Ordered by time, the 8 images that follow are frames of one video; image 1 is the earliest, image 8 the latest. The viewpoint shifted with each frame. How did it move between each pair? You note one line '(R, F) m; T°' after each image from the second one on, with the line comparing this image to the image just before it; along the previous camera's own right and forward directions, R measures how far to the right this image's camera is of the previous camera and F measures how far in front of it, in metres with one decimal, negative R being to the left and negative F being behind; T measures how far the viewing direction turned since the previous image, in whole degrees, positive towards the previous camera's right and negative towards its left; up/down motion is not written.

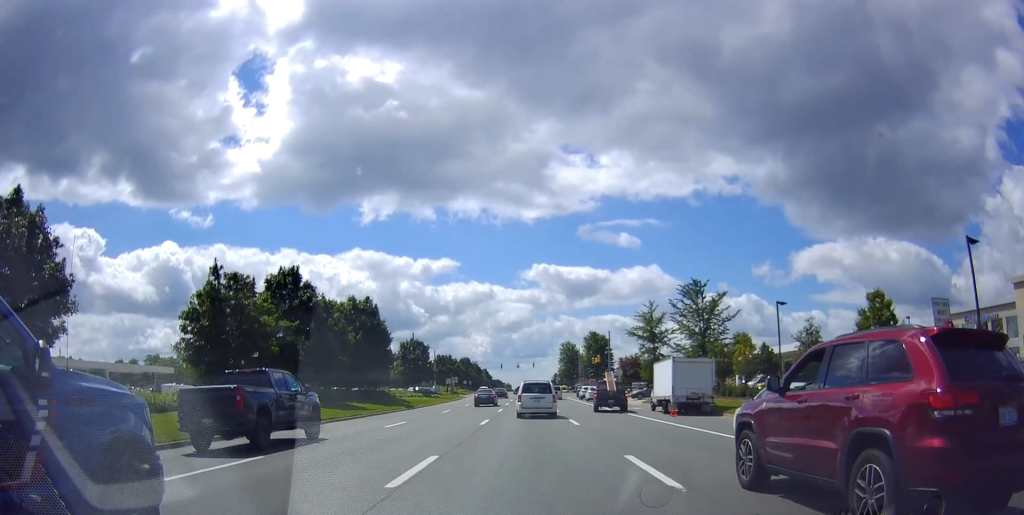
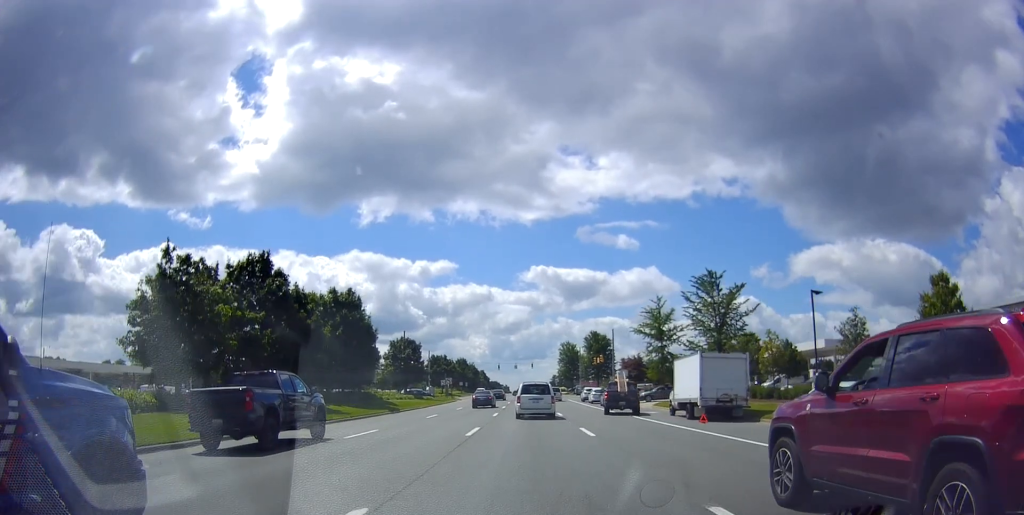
(0.0, +3.1) m; 0°
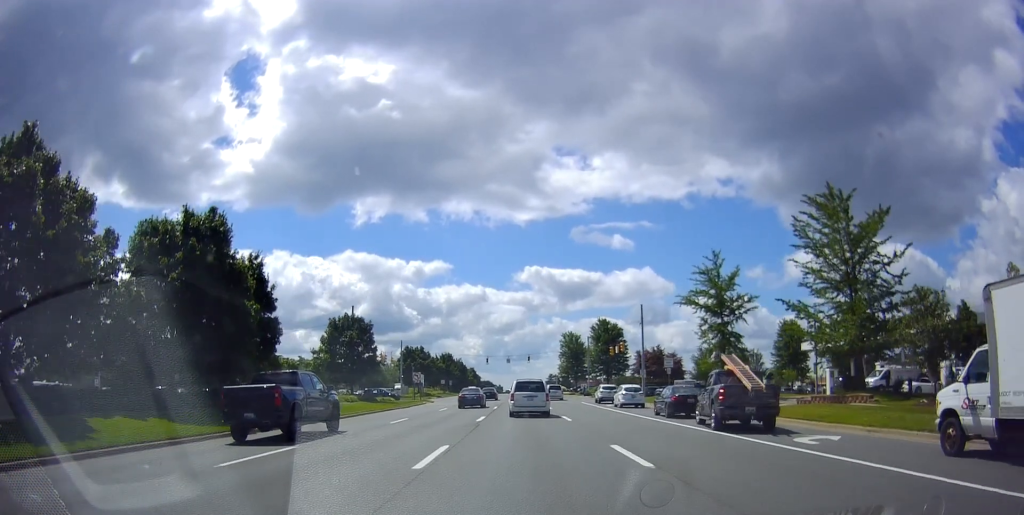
(-0.2, +16.4) m; -5°
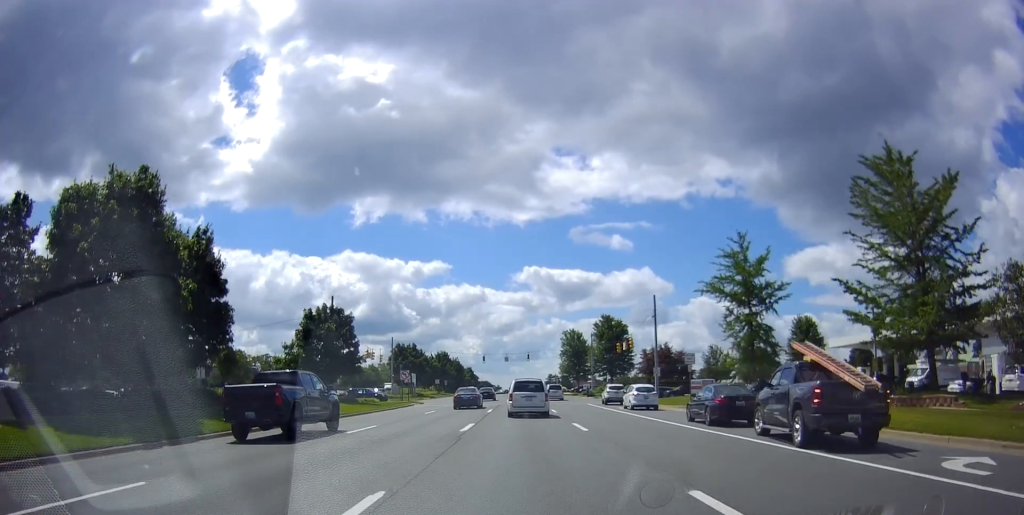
(-0.3, +5.2) m; 0°
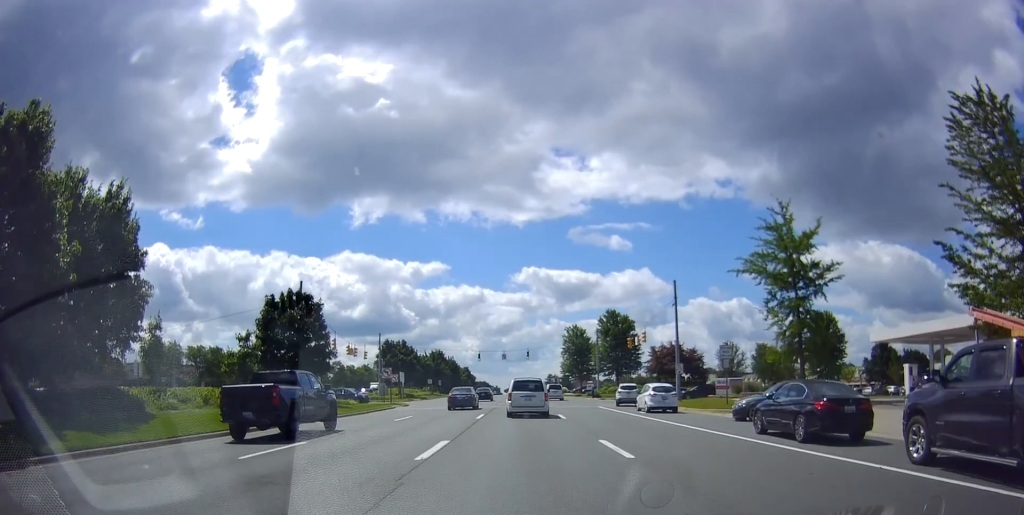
(-0.1, +6.5) m; +1°
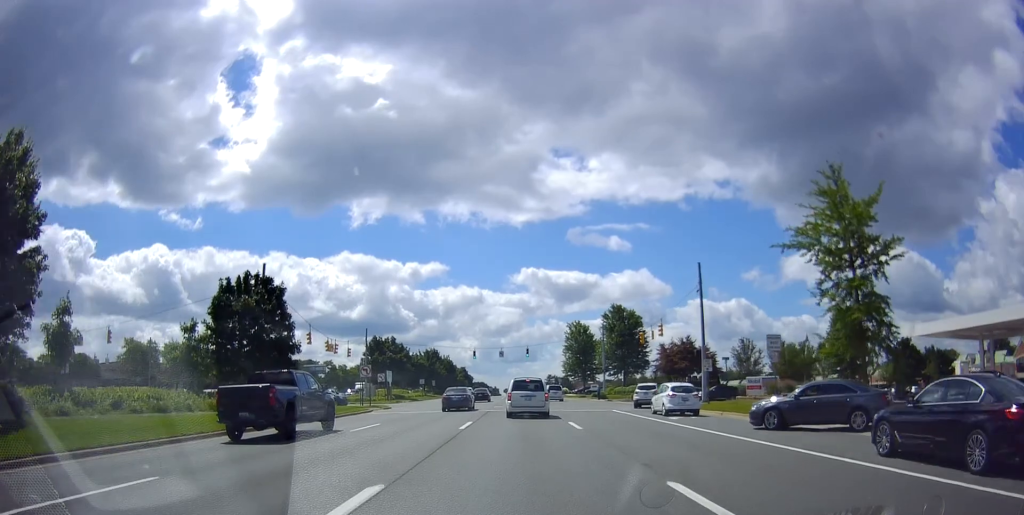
(+0.3, +6.2) m; +2°
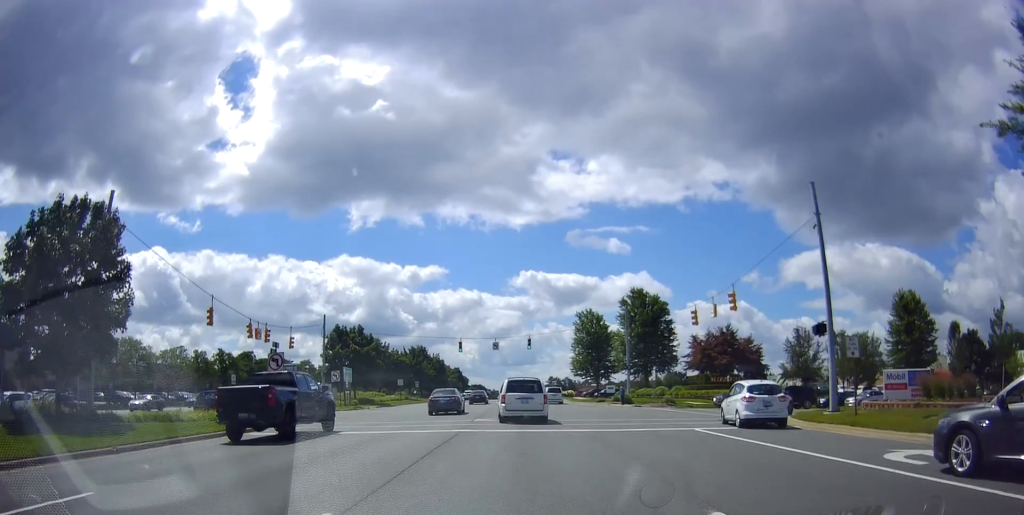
(+0.3, +16.3) m; +1°
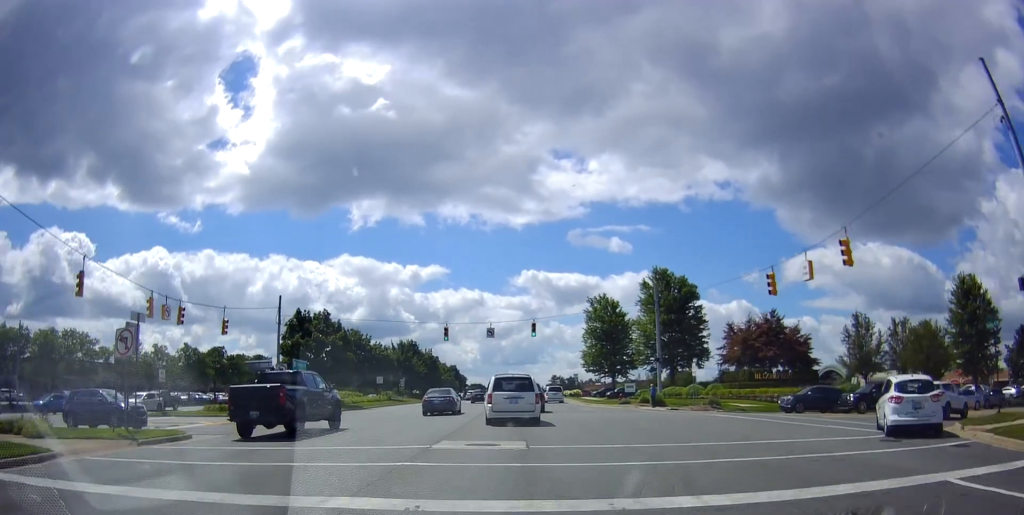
(0.0, +12.2) m; 0°
